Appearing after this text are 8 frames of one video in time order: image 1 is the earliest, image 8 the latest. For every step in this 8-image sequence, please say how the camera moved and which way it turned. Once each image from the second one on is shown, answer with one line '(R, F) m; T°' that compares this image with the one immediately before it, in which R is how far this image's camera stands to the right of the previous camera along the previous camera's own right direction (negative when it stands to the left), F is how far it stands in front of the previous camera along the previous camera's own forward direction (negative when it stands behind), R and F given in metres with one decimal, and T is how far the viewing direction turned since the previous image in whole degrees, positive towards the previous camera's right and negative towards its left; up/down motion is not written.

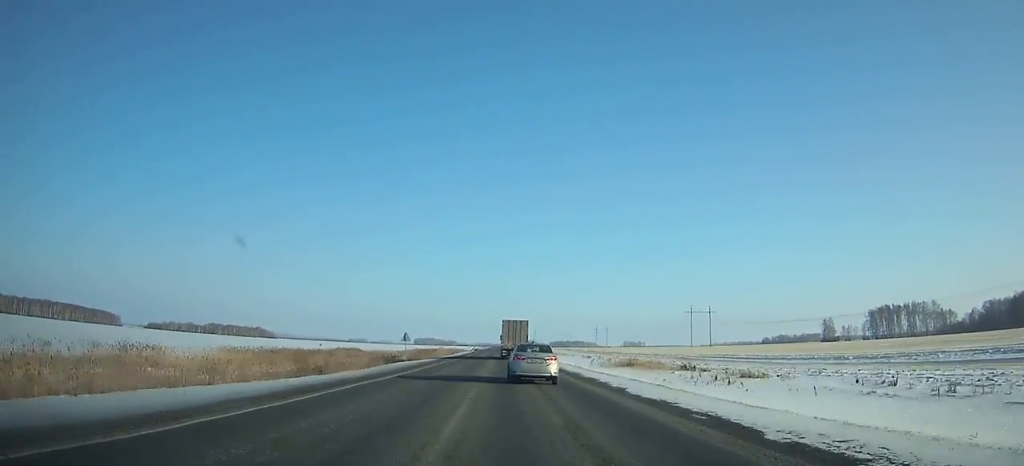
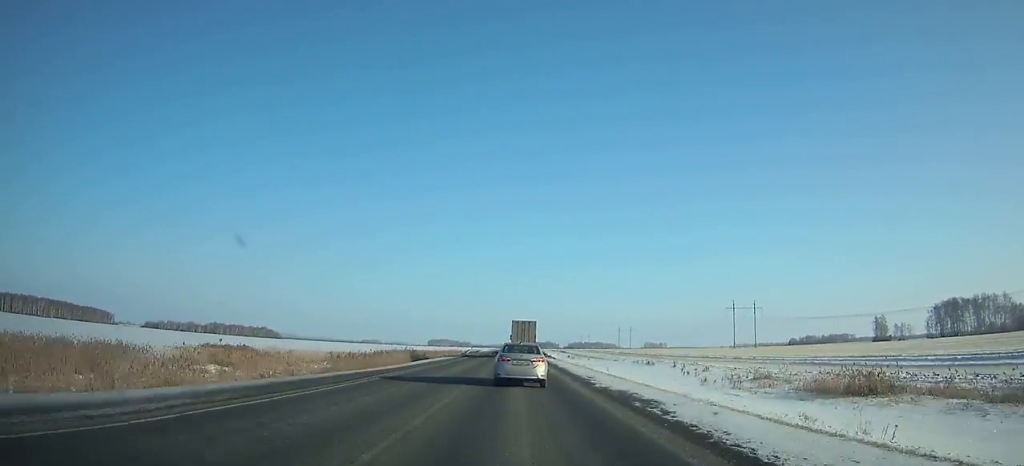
(-0.1, +51.9) m; -1°
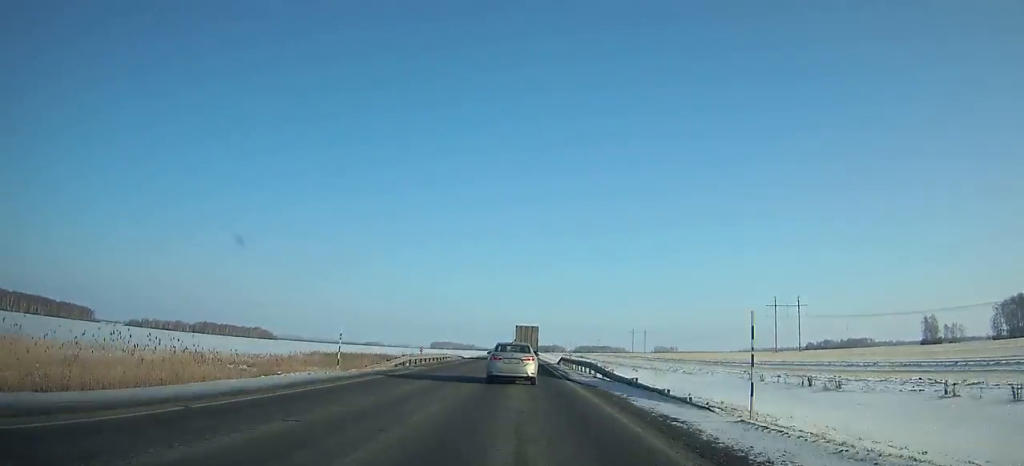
(-0.4, +51.0) m; -1°
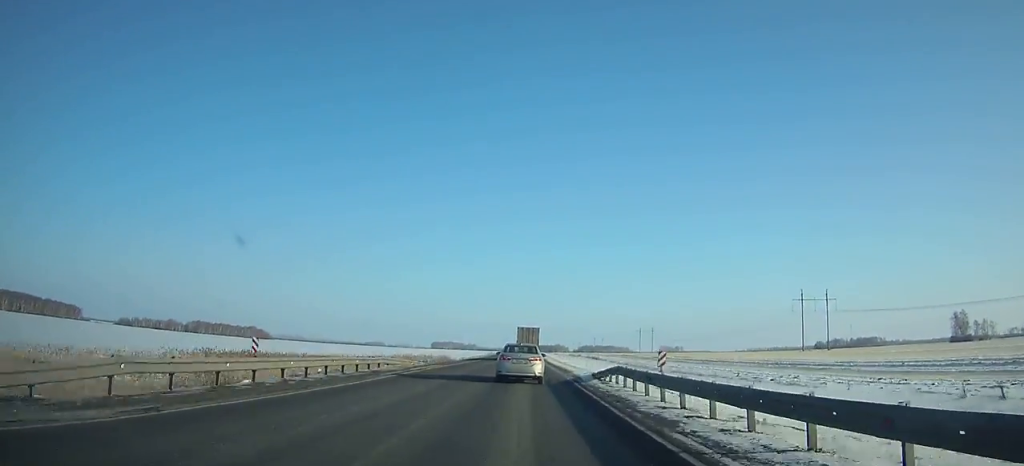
(-0.1, +28.5) m; 0°
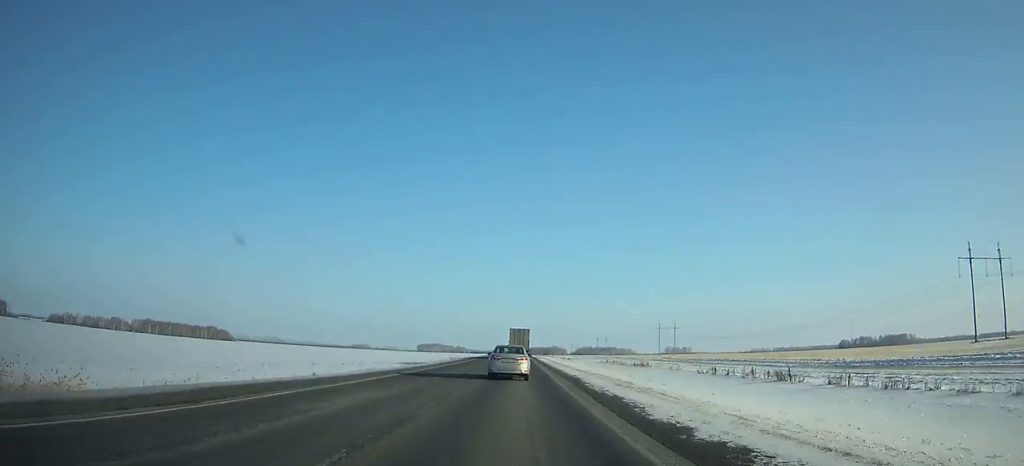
(+0.3, +114.8) m; 0°
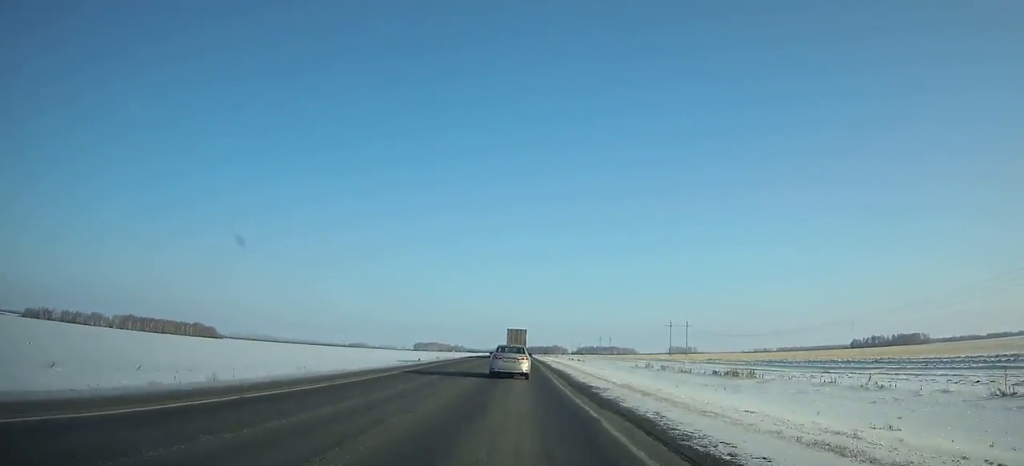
(+0.2, +38.6) m; 0°
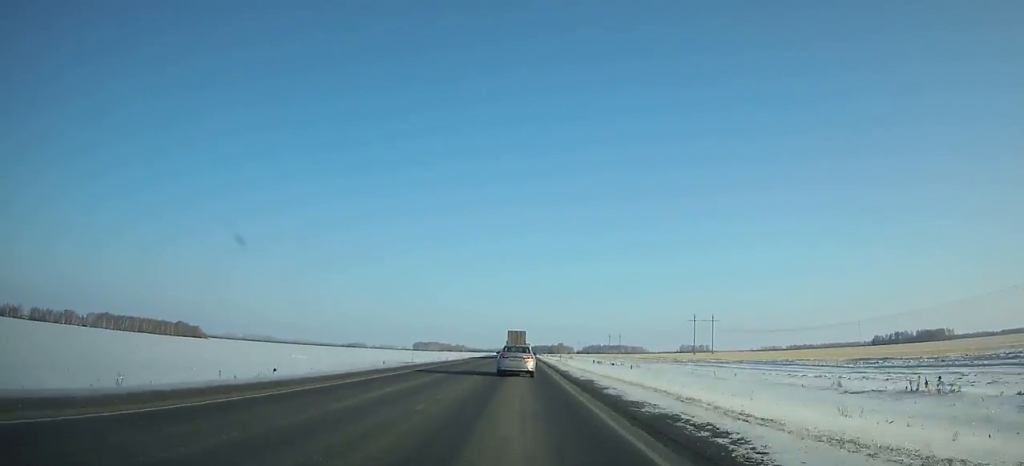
(-0.3, +57.0) m; 0°
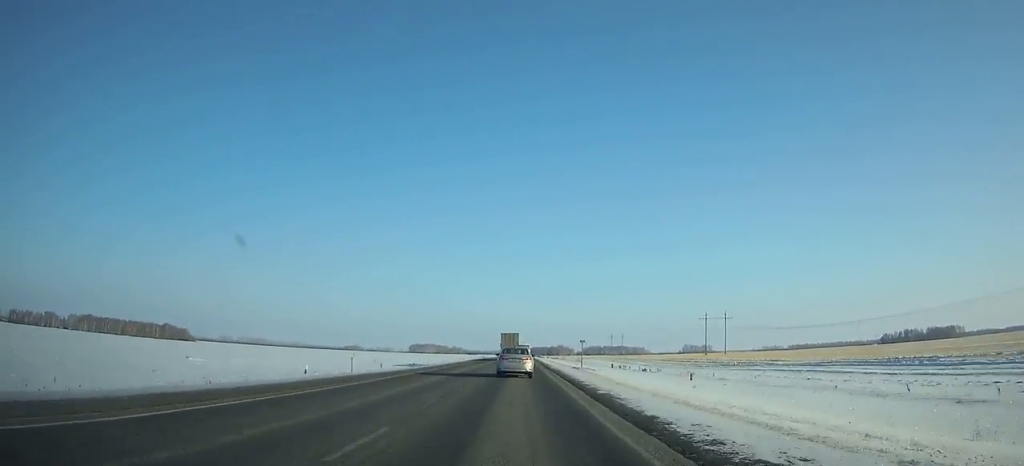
(0.0, +29.0) m; 0°
